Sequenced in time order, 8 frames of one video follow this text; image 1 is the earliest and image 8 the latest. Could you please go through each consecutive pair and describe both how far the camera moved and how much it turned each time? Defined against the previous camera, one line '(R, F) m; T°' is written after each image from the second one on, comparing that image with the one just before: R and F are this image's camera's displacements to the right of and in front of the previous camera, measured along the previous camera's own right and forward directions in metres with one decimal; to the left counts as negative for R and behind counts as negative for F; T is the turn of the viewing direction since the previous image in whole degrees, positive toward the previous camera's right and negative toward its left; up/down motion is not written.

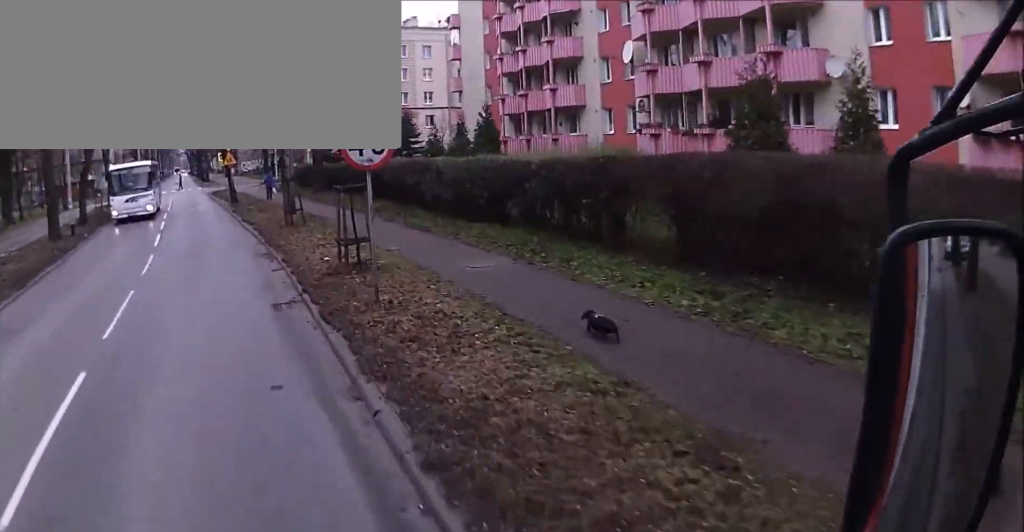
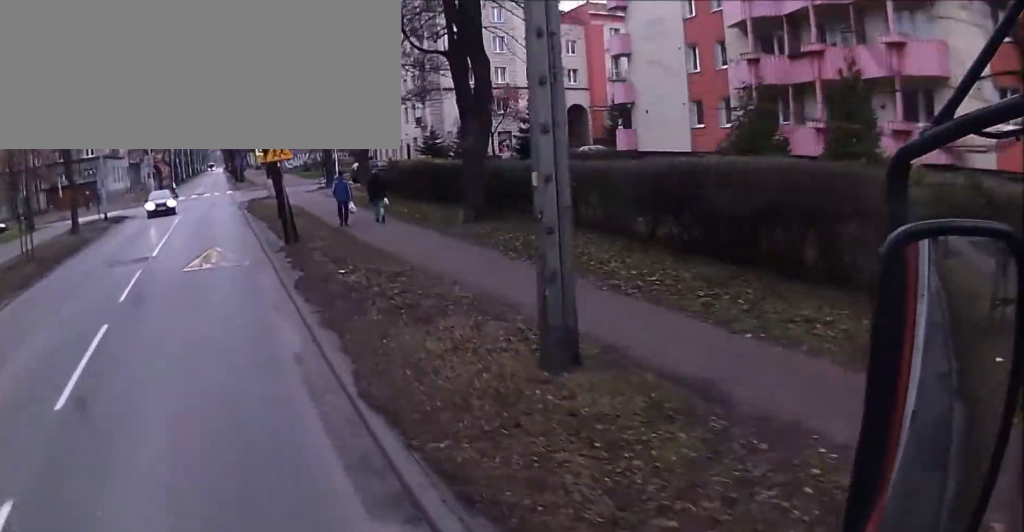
(-0.6, +22.5) m; 0°
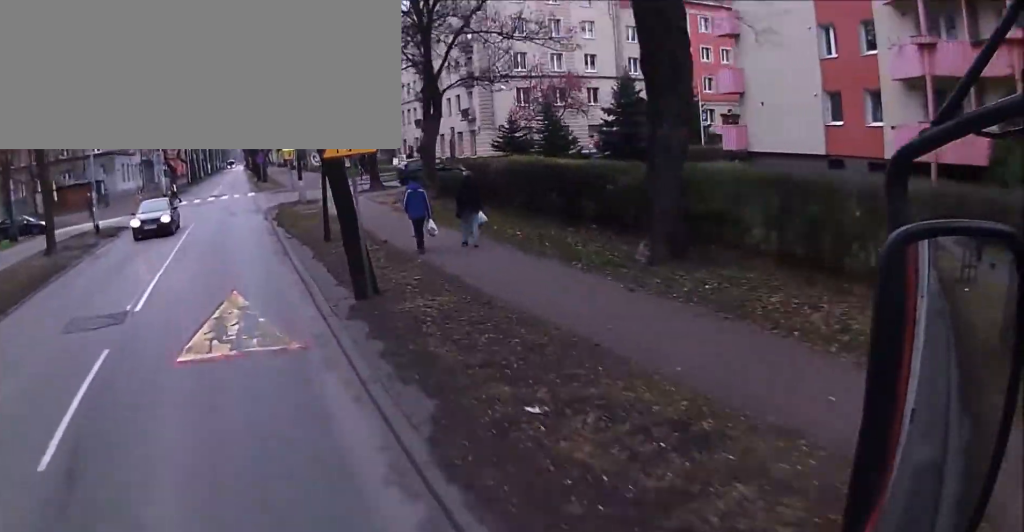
(+0.2, +7.5) m; +1°
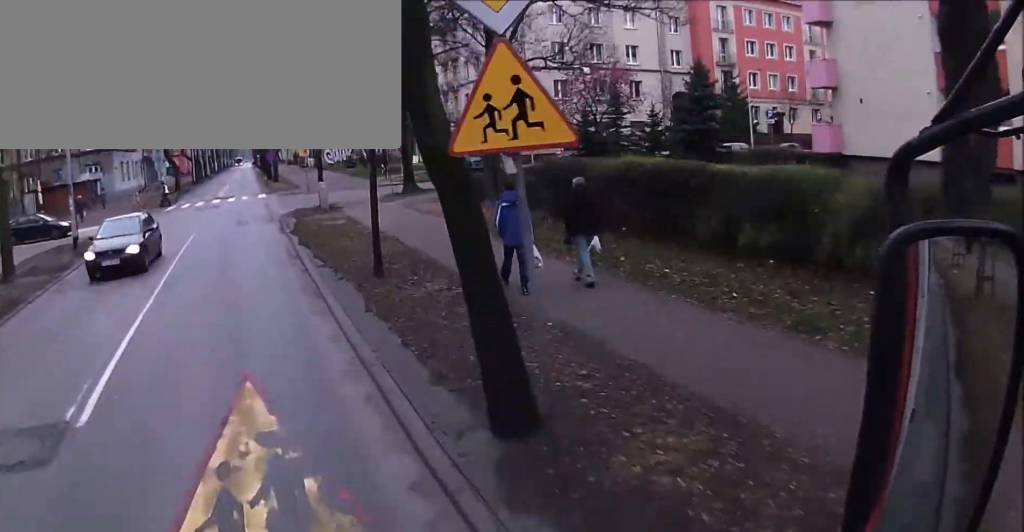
(0.0, +5.5) m; -1°
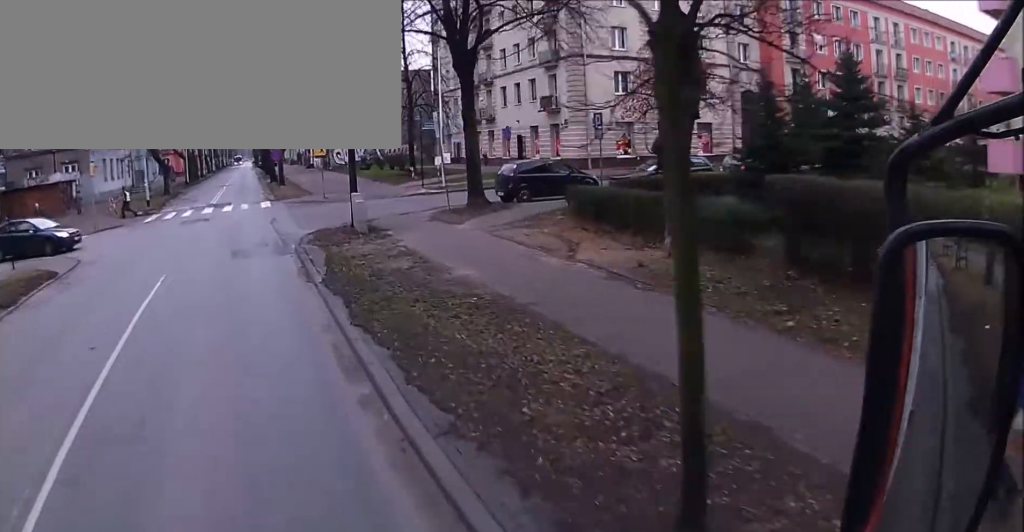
(-0.2, +8.8) m; -1°
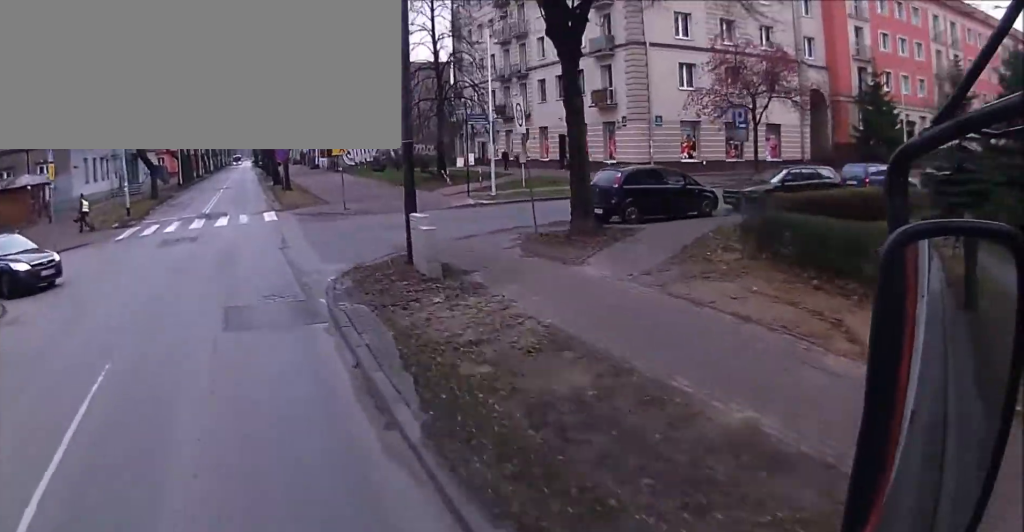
(-0.3, +7.1) m; 0°
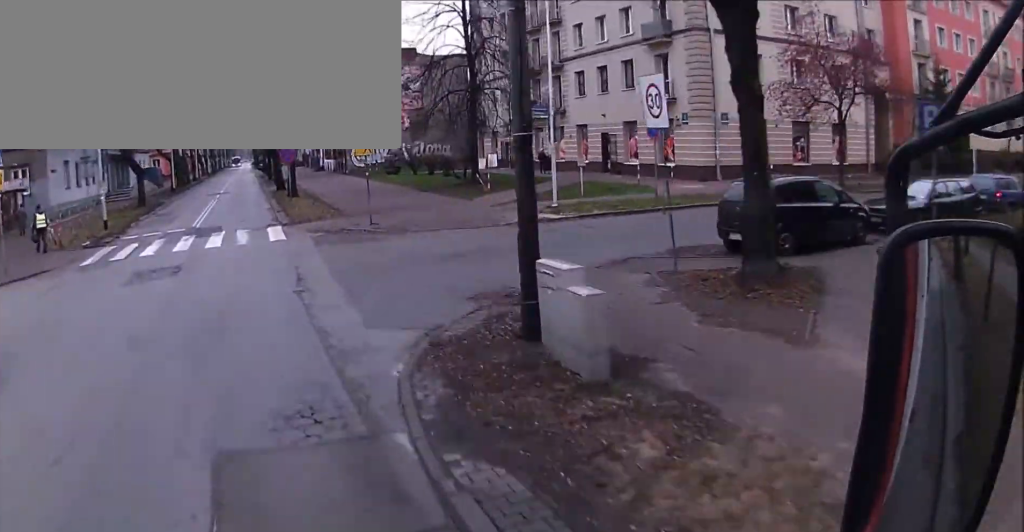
(+0.3, +5.7) m; 0°
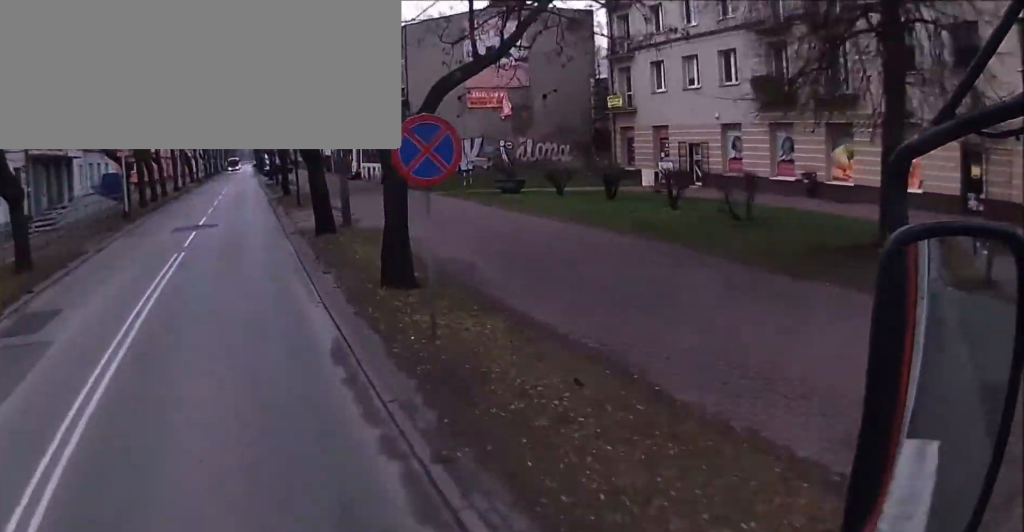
(-0.6, +23.8) m; -2°
